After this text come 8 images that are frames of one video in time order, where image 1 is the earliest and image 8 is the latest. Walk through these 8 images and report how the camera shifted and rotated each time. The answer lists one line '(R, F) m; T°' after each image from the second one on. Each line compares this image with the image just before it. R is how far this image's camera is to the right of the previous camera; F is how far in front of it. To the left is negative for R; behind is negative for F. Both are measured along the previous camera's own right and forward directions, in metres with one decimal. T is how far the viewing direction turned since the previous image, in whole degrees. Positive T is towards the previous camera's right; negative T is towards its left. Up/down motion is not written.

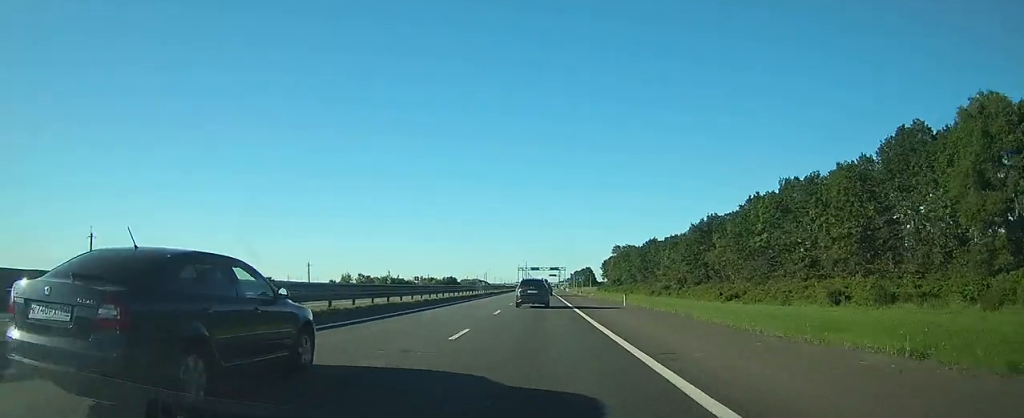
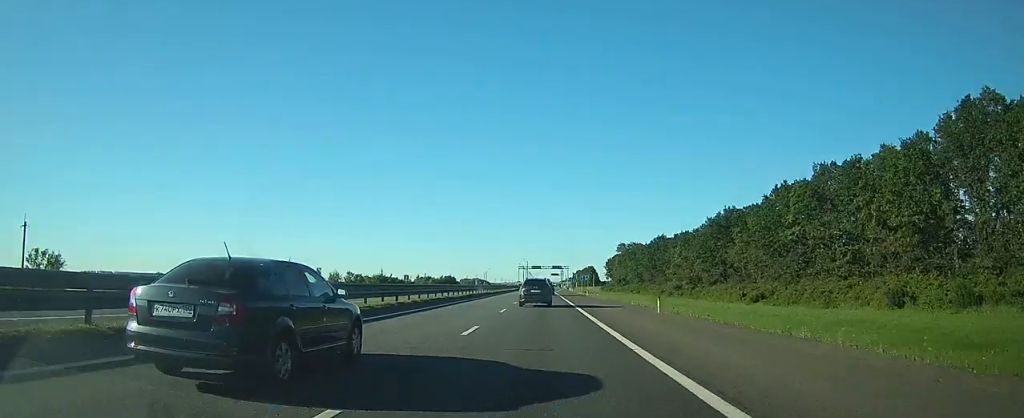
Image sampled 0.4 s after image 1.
(0.0, +10.9) m; 0°
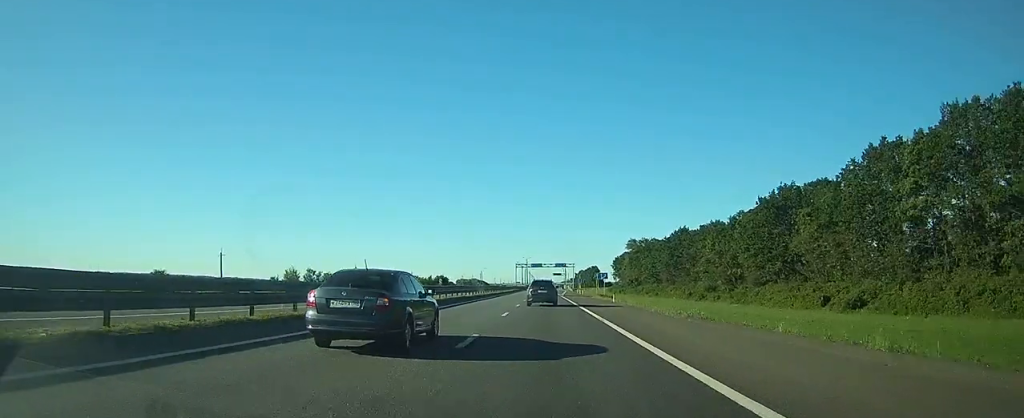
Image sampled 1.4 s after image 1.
(-0.1, +26.9) m; 0°
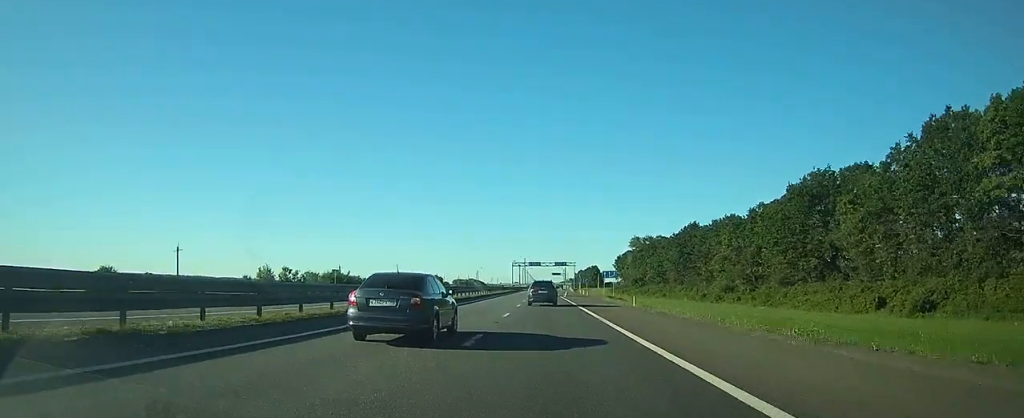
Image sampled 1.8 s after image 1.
(0.0, +11.6) m; 0°
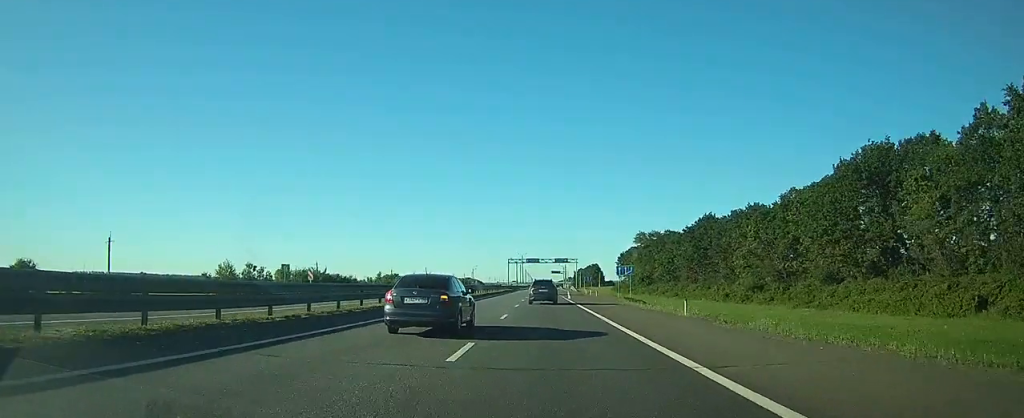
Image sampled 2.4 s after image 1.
(0.0, +14.3) m; 0°
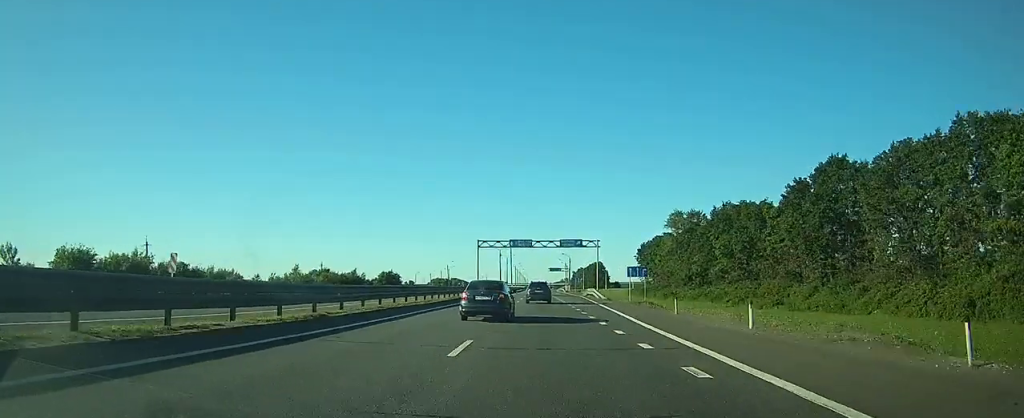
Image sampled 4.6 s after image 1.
(+0.2, +58.8) m; 0°
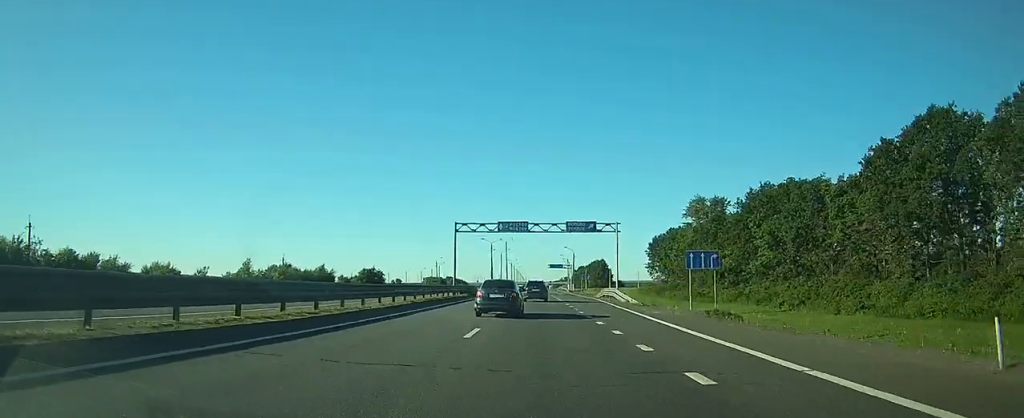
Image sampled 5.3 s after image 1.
(+0.1, +20.4) m; 0°
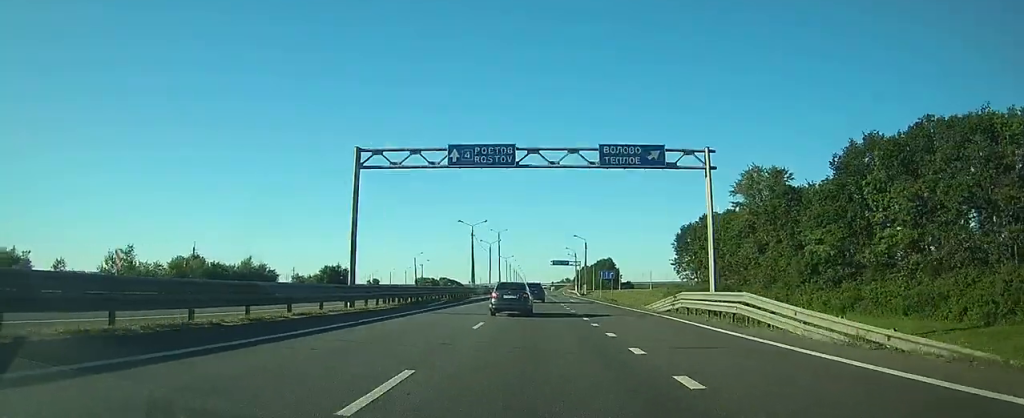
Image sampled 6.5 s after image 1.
(+0.1, +32.0) m; 0°
